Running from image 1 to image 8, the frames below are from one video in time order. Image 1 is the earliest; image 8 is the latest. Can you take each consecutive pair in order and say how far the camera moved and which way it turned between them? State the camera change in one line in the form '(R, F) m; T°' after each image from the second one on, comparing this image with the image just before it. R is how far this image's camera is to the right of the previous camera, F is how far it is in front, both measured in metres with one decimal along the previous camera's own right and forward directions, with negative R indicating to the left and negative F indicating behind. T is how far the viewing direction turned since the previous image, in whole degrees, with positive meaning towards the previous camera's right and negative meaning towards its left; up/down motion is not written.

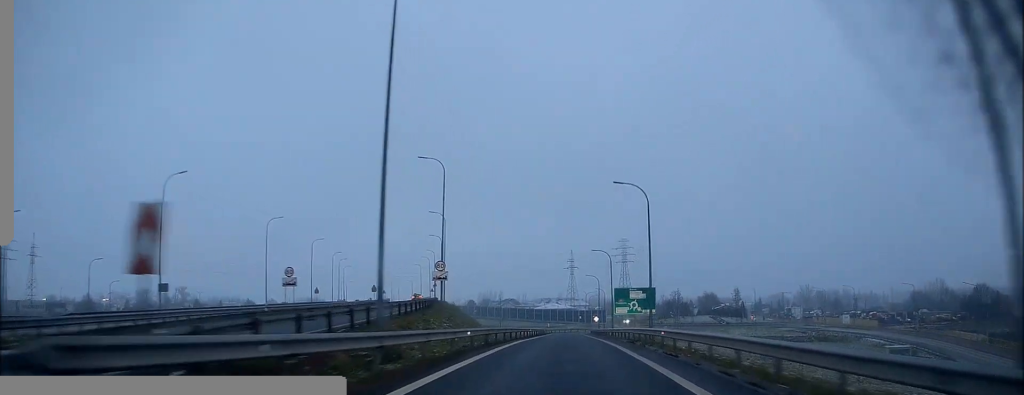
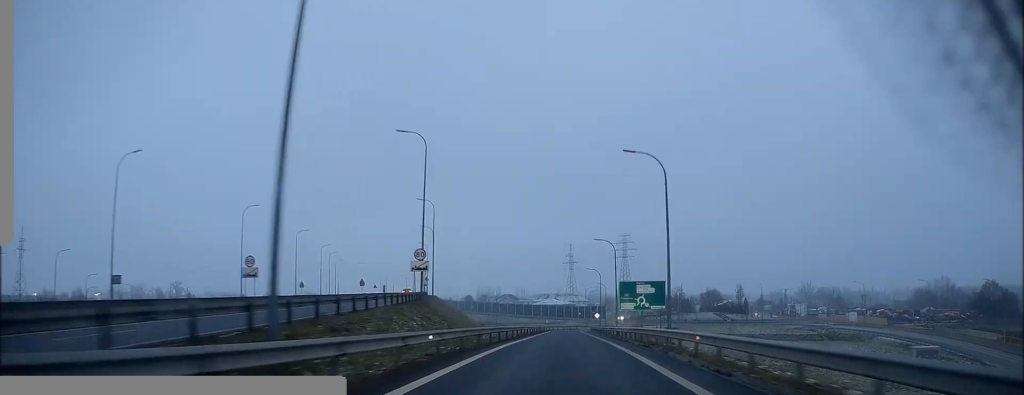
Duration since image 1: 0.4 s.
(-0.1, +6.3) m; 0°
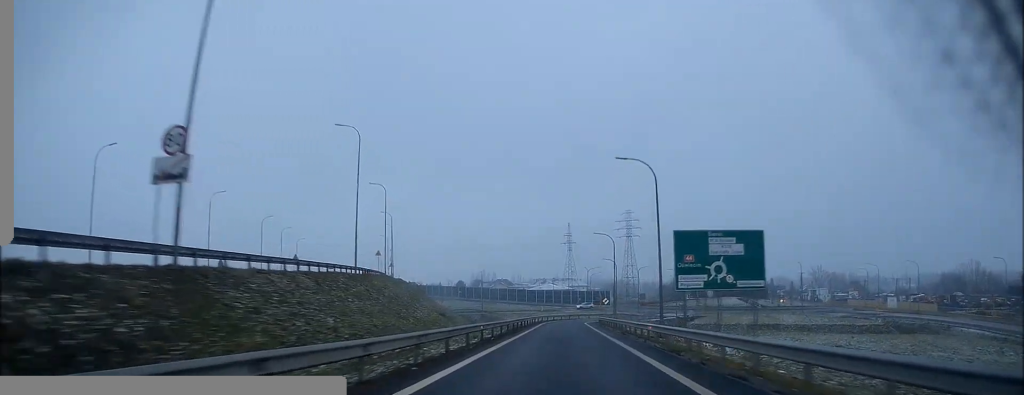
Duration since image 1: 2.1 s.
(-0.3, +27.0) m; 0°
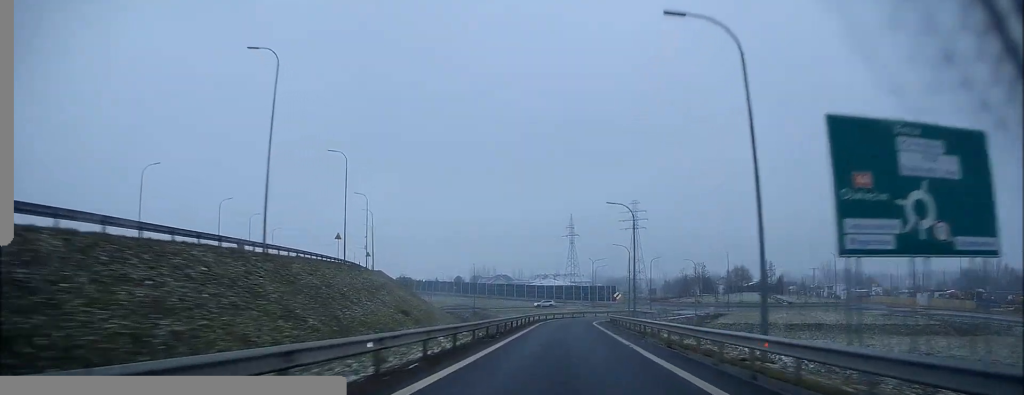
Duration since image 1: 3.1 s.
(0.0, +15.3) m; 0°
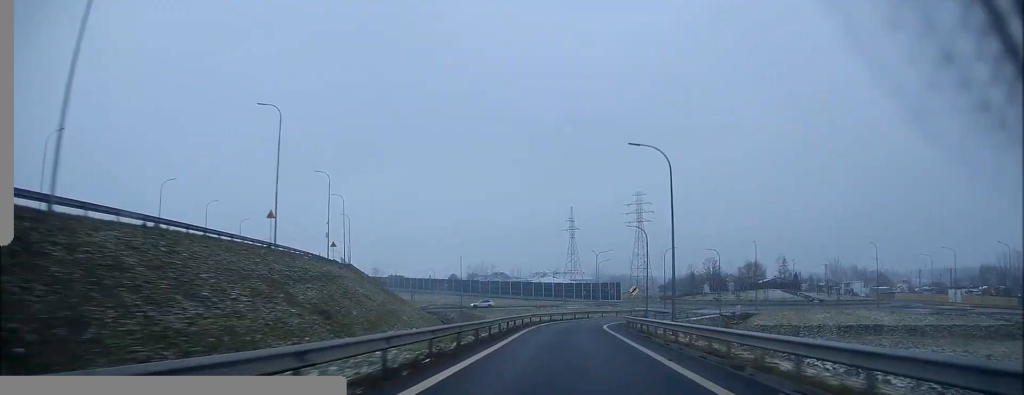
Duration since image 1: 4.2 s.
(+0.1, +15.7) m; 0°
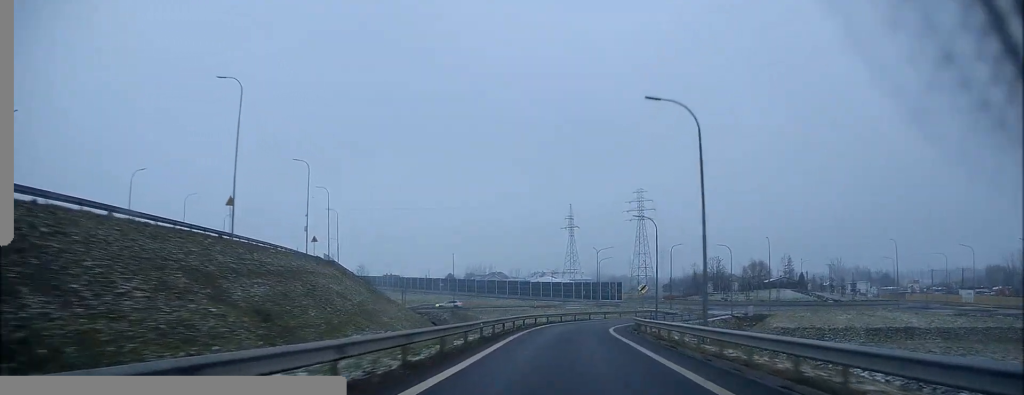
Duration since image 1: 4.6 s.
(0.0, +6.5) m; 0°
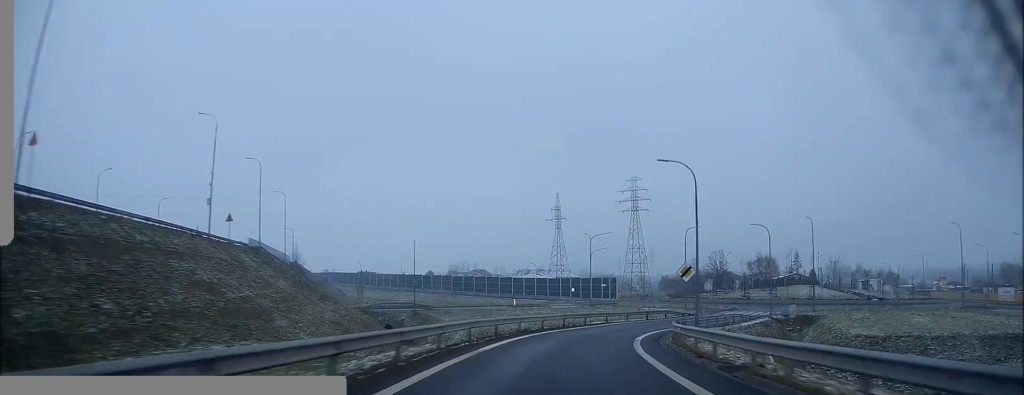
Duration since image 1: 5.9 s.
(+0.1, +19.1) m; +1°
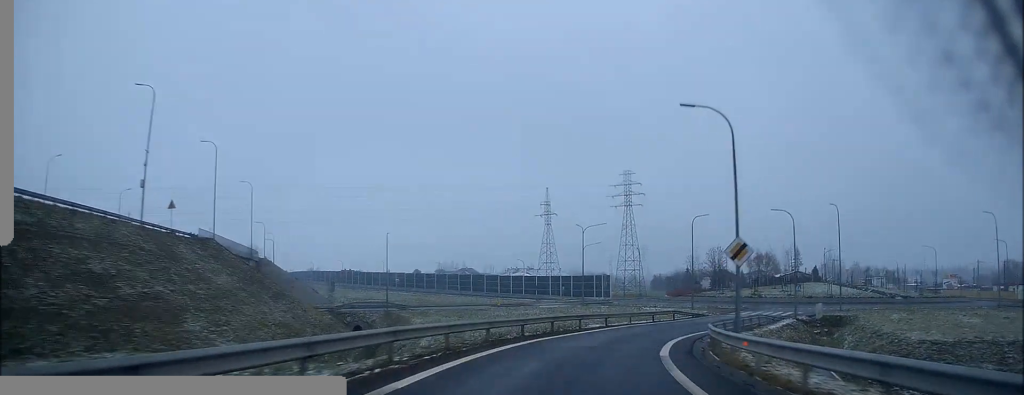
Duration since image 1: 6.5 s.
(+0.1, +8.9) m; +2°
